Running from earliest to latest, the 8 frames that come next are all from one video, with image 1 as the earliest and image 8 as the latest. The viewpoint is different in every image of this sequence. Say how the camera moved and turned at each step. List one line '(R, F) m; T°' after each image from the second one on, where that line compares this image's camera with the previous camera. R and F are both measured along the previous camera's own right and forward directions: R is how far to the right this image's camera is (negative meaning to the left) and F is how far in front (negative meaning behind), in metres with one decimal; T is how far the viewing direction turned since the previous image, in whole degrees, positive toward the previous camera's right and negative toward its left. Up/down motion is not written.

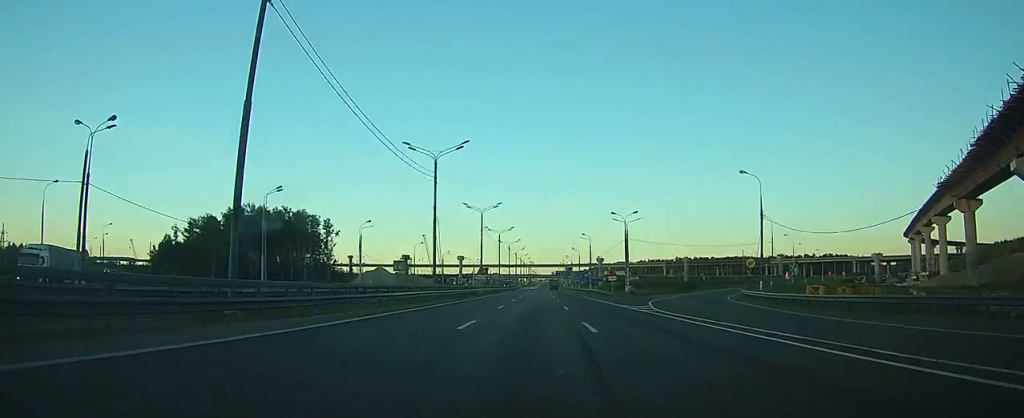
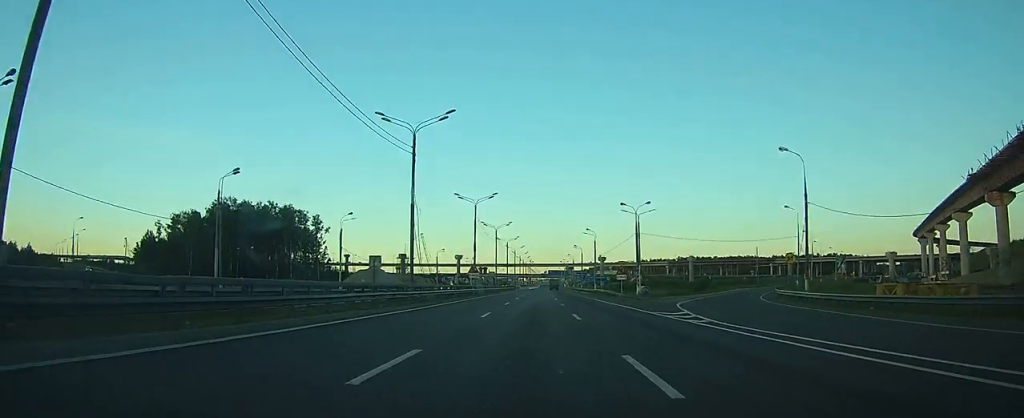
(0.0, +9.8) m; 0°
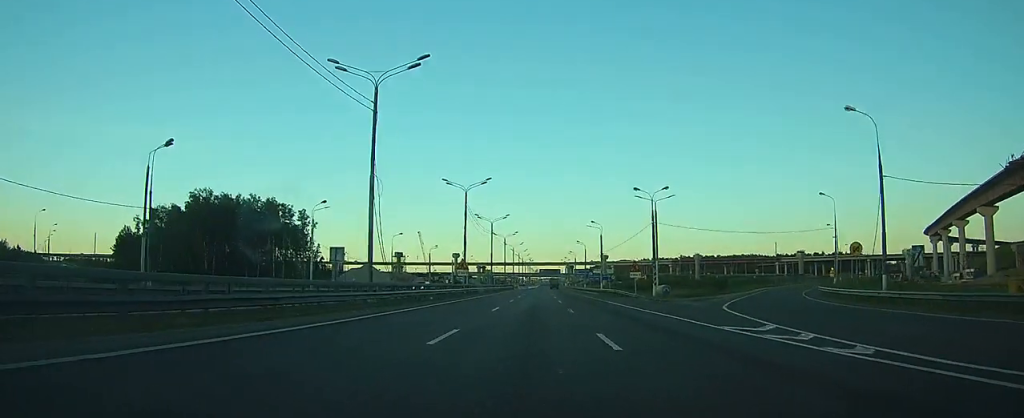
(+0.1, +11.4) m; 0°
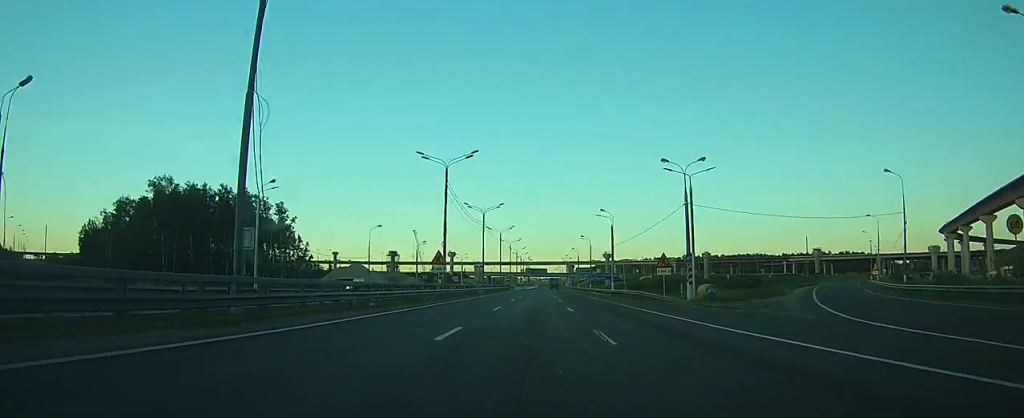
(0.0, +15.7) m; 0°
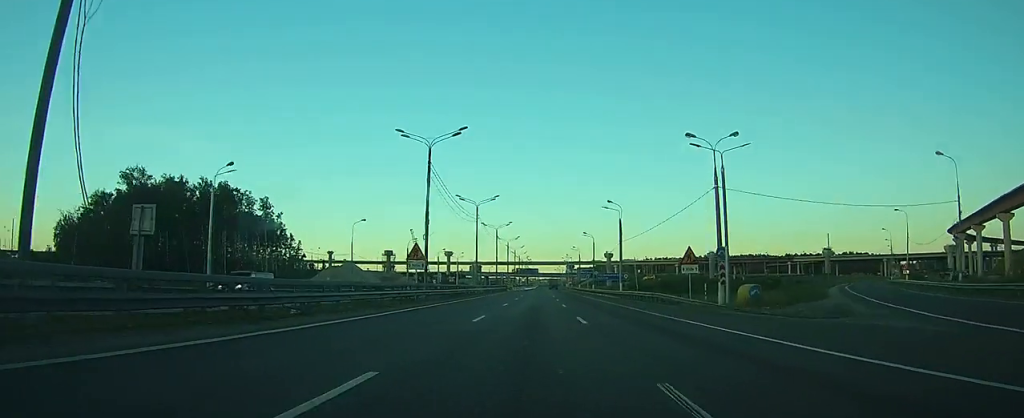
(0.0, +9.3) m; 0°
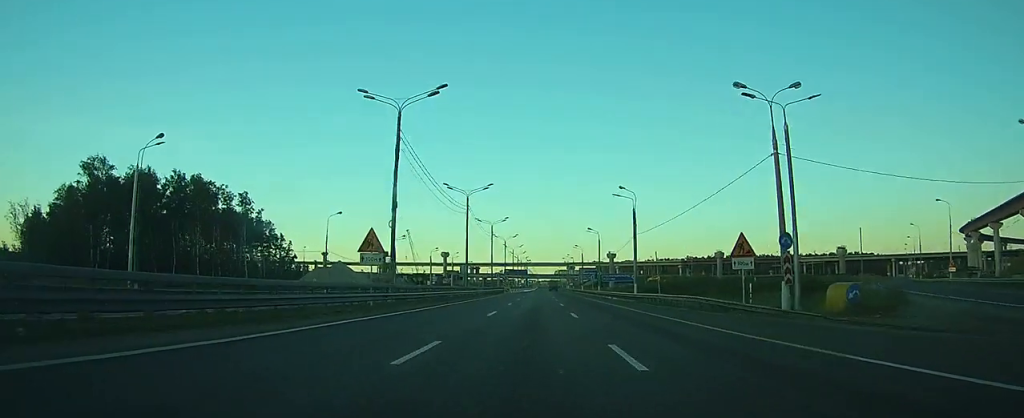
(0.0, +11.5) m; 0°
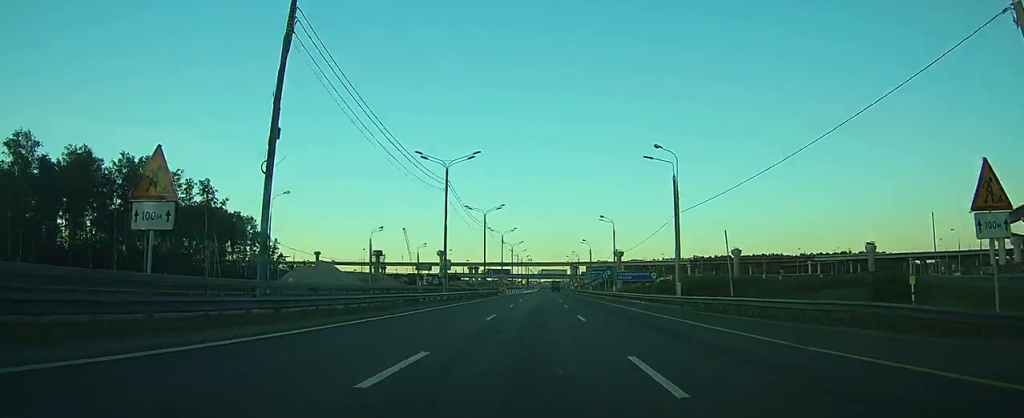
(-0.1, +18.7) m; 0°
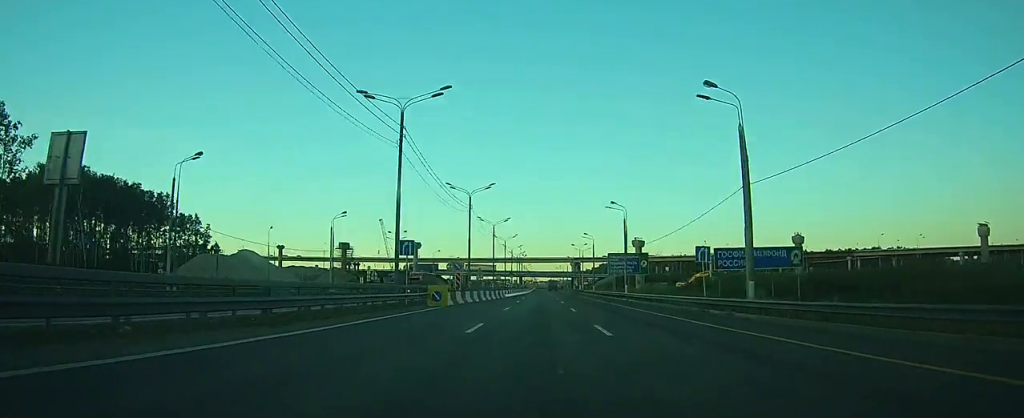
(-0.2, +54.9) m; 0°
